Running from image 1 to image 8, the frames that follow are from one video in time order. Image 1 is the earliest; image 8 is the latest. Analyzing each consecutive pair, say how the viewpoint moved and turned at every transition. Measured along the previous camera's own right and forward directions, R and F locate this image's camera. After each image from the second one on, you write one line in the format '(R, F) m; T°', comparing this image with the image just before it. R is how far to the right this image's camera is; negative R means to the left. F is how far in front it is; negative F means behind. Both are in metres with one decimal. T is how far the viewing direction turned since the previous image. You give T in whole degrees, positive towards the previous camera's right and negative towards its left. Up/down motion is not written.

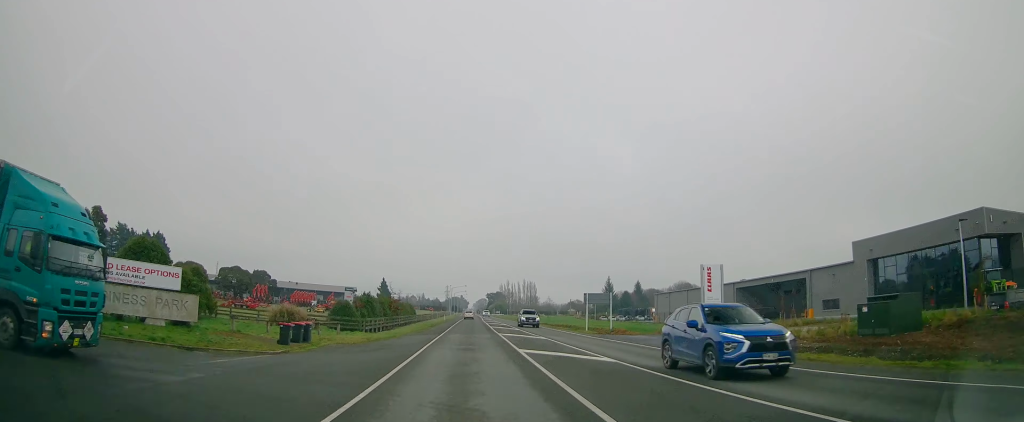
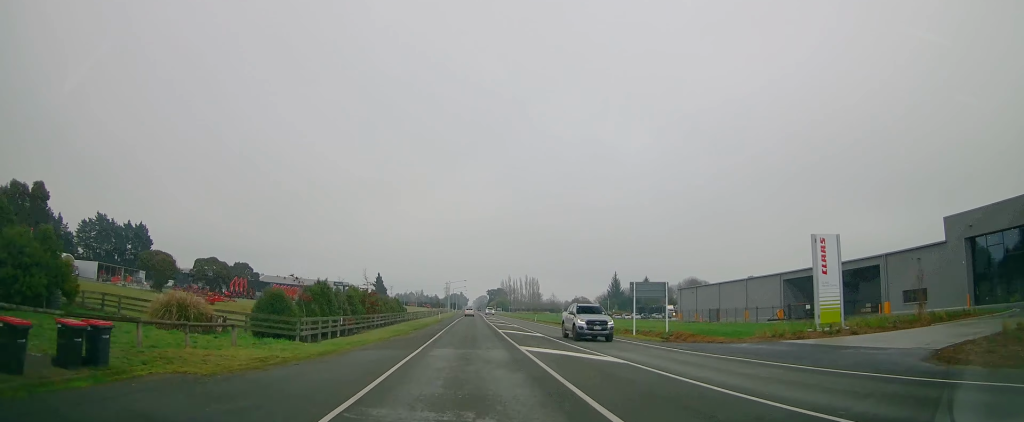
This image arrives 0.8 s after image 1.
(-0.5, +15.6) m; 0°
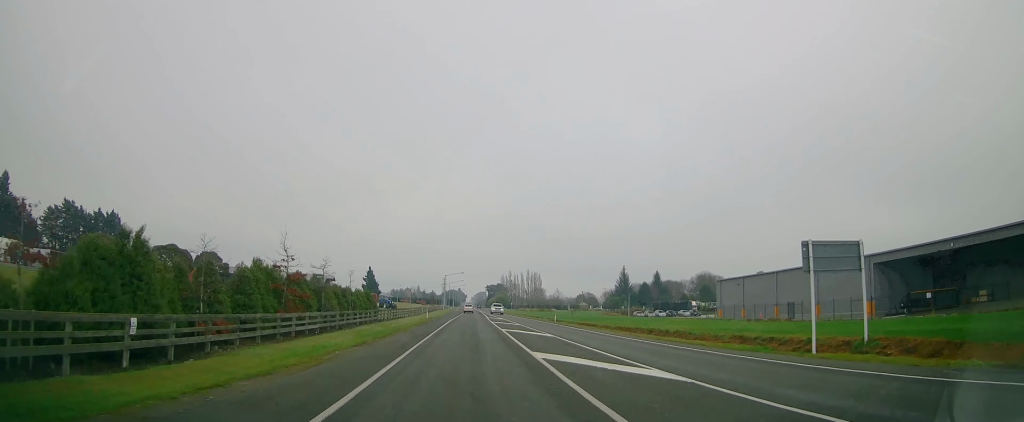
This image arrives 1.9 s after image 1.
(+0.5, +20.7) m; 0°
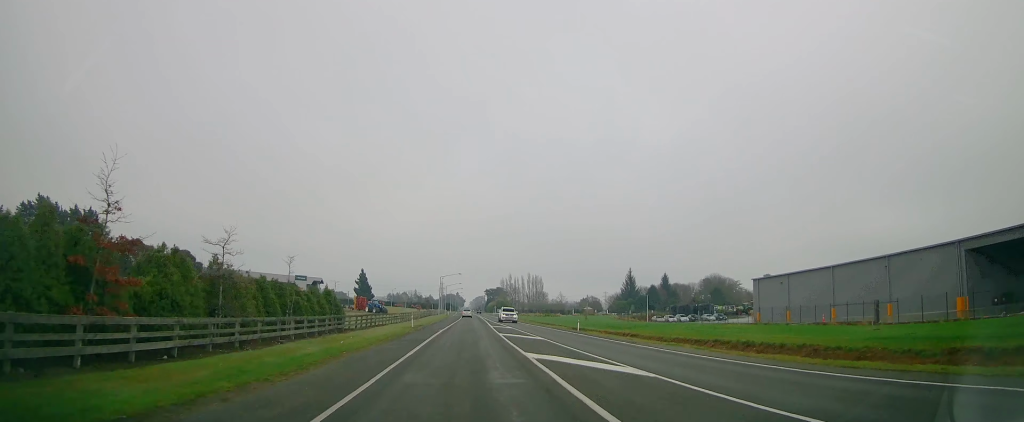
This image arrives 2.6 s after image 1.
(-0.2, +14.3) m; 0°
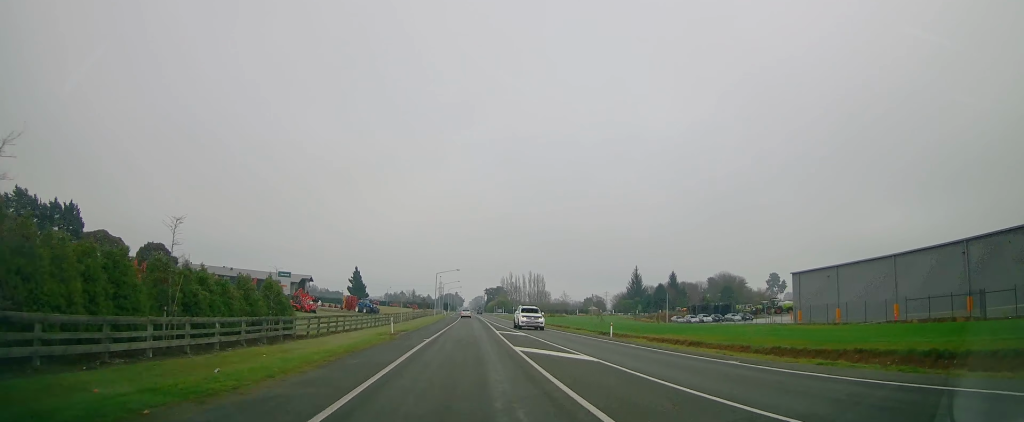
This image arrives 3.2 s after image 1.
(-0.1, +11.8) m; 0°
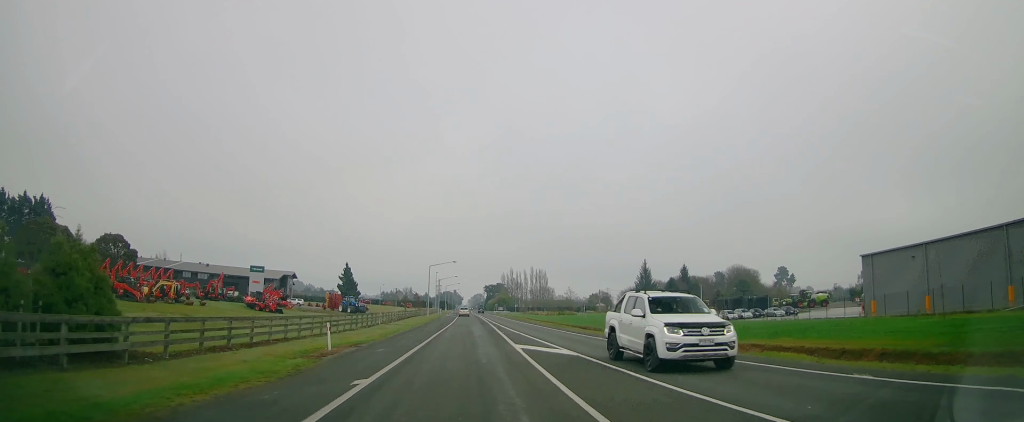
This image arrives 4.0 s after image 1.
(+0.2, +15.8) m; 0°
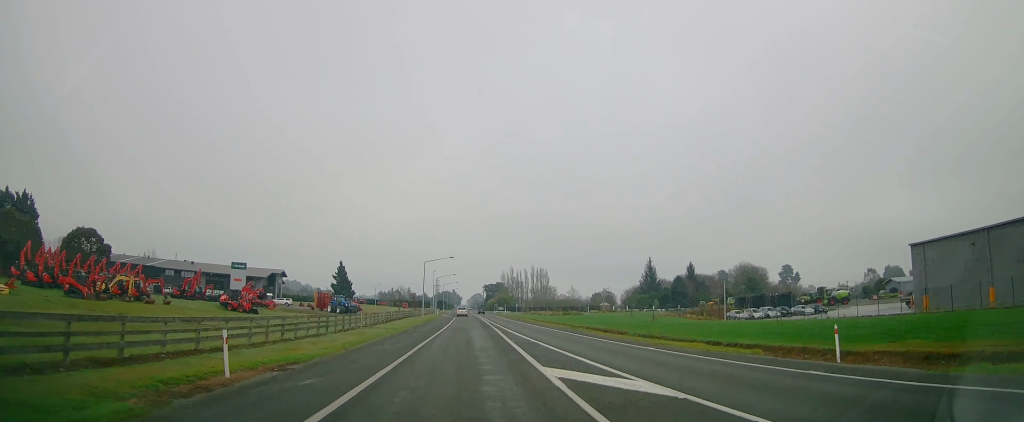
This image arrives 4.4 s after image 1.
(-0.1, +8.6) m; 0°
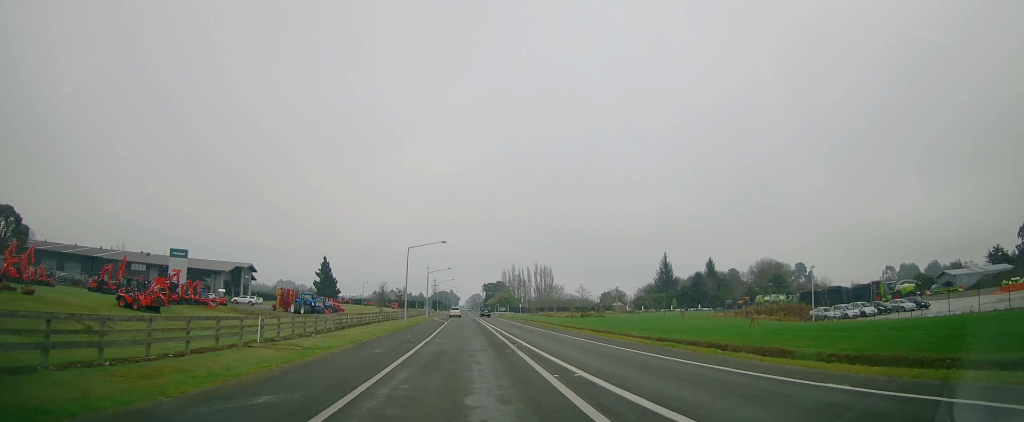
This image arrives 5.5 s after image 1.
(0.0, +21.9) m; +1°
